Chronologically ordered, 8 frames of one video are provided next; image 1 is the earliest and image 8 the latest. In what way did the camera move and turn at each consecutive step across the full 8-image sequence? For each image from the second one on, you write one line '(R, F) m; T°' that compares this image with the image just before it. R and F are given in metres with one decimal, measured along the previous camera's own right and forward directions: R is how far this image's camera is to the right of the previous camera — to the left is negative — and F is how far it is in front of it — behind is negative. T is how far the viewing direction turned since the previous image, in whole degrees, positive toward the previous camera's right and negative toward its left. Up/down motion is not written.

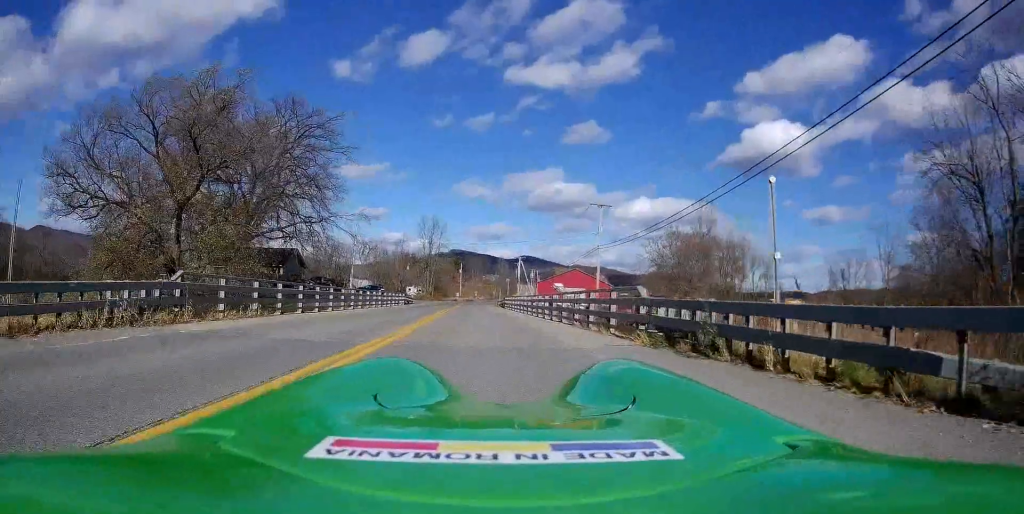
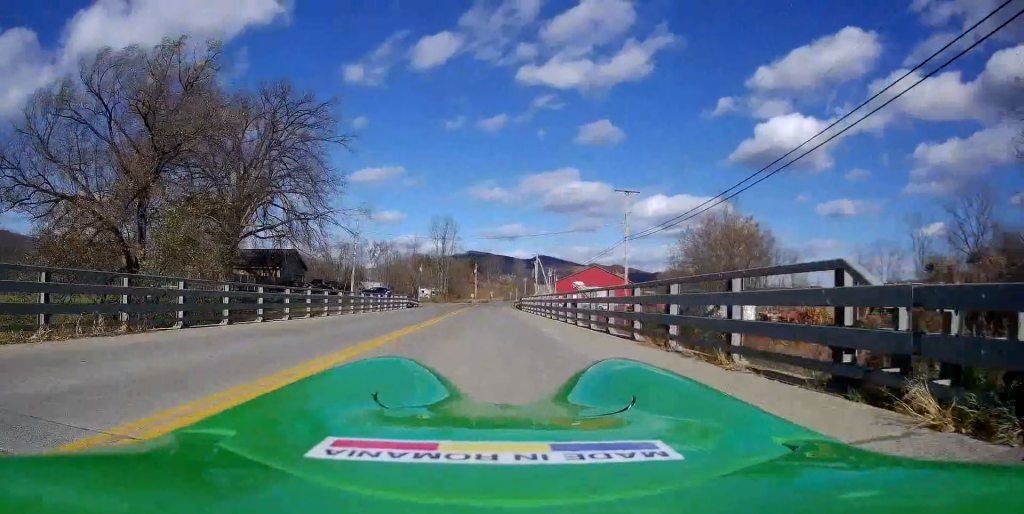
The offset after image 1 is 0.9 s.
(0.0, +6.8) m; +1°
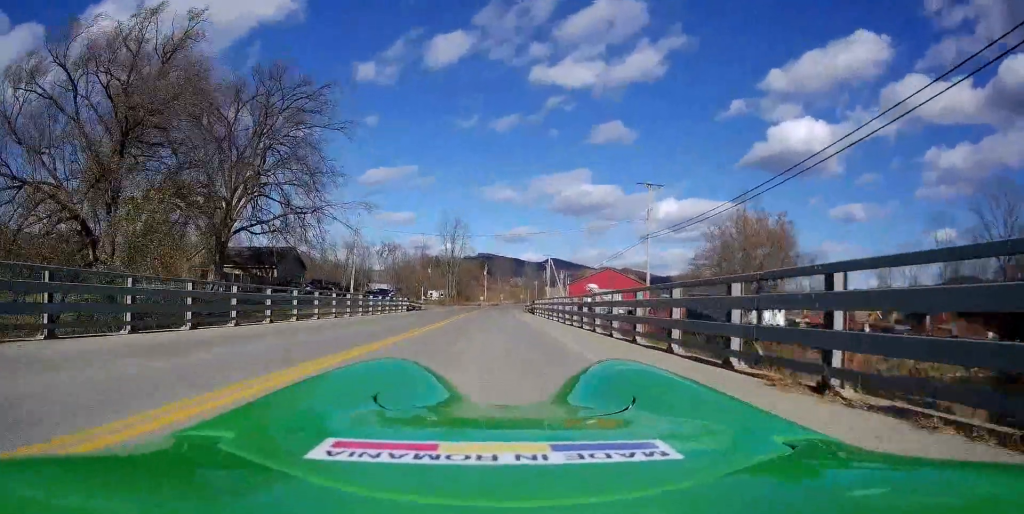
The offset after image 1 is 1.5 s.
(0.0, +4.5) m; +1°
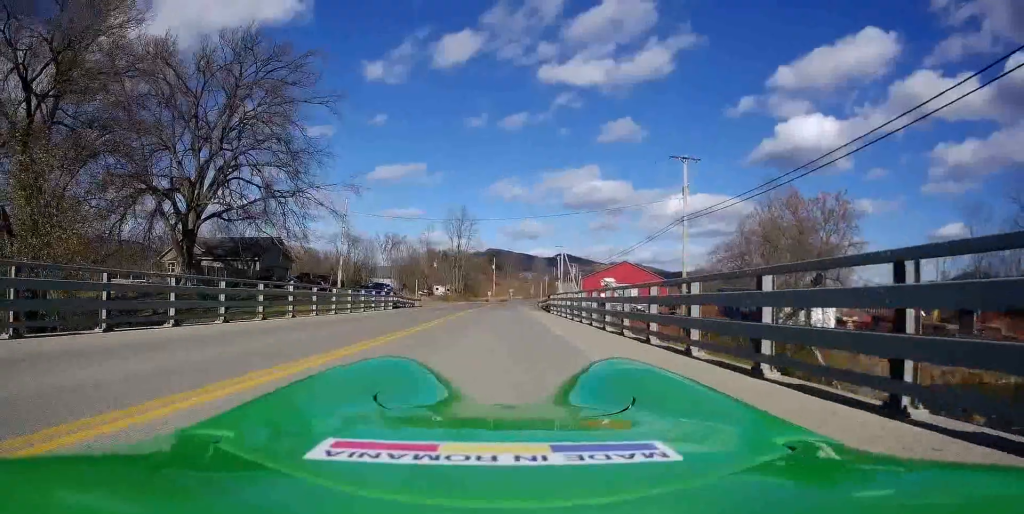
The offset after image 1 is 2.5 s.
(+0.1, +8.3) m; -1°
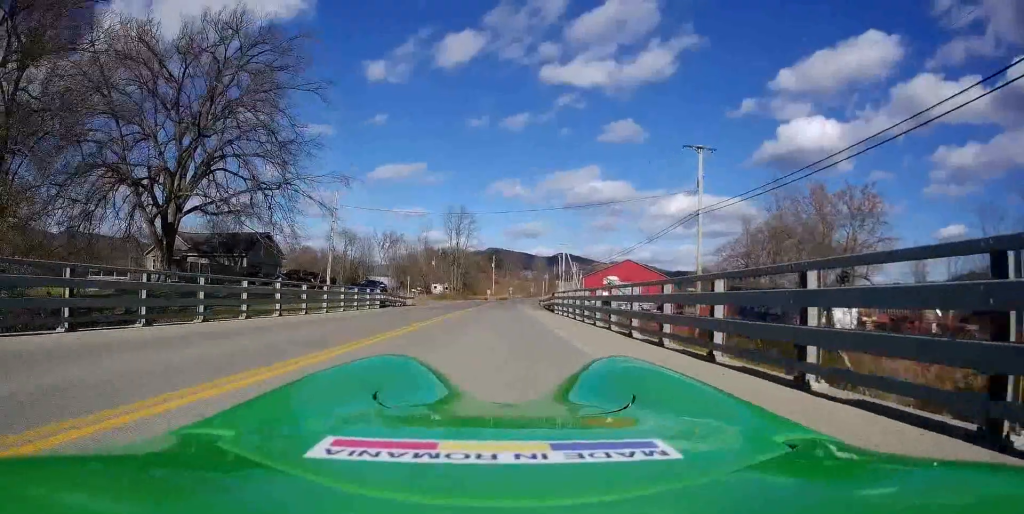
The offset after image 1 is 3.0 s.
(-0.1, +3.4) m; -1°
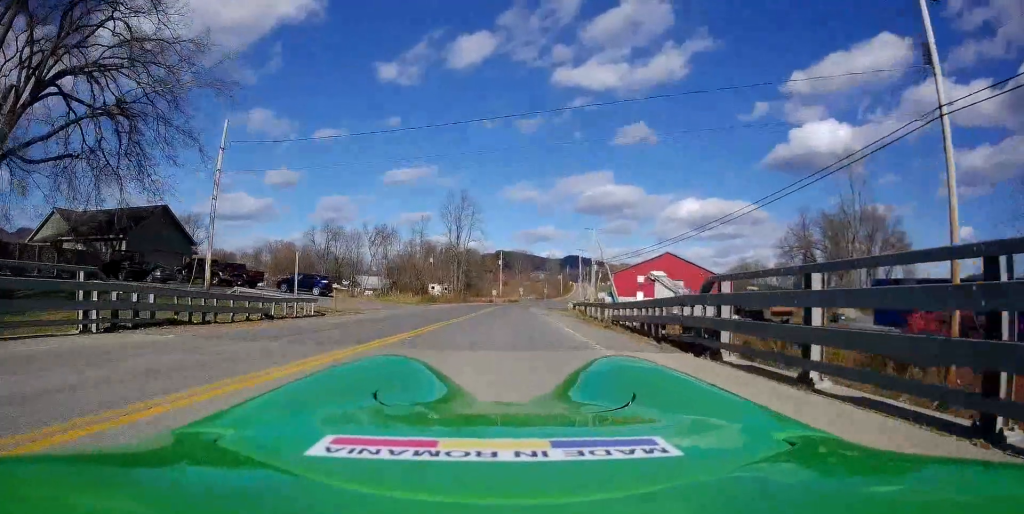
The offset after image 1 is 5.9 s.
(0.0, +24.7) m; 0°
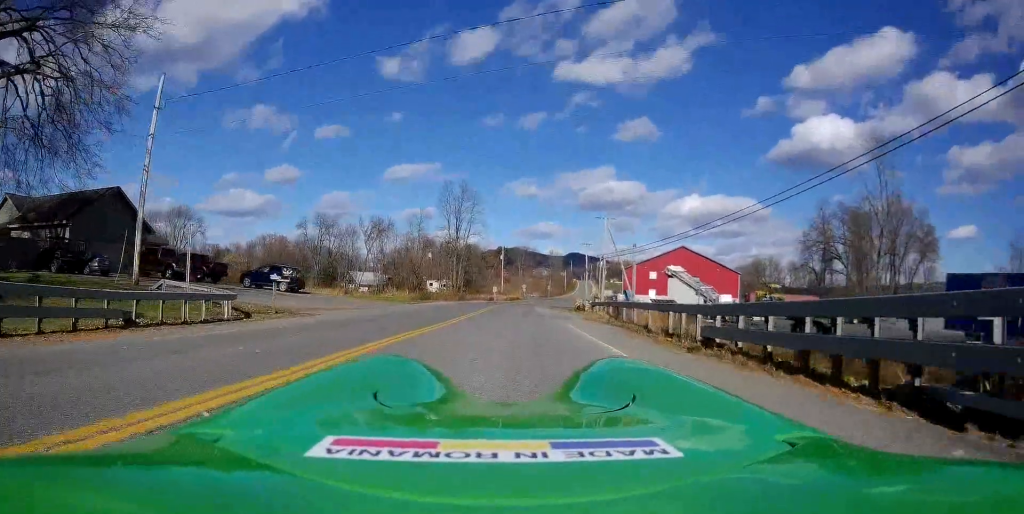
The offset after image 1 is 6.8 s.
(-0.2, +7.0) m; -3°
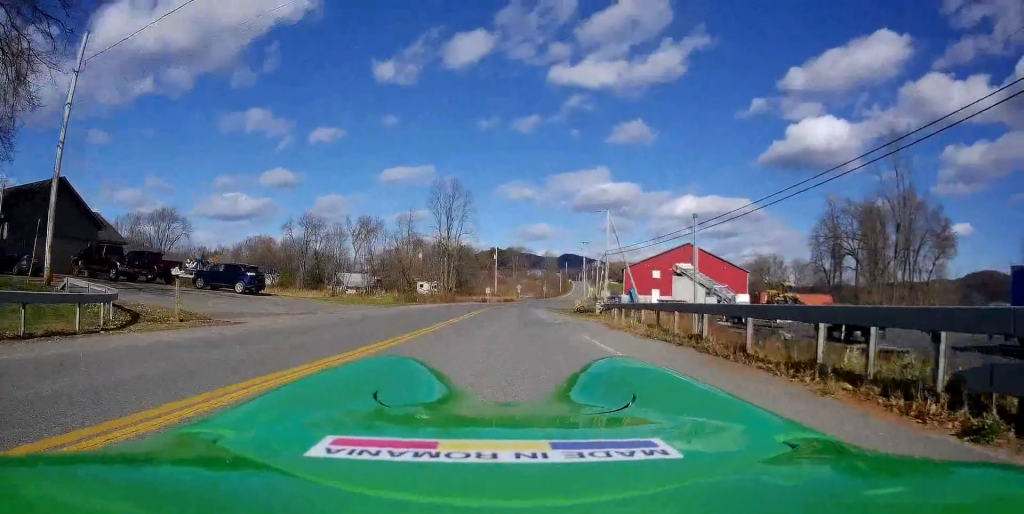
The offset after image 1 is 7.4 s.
(-0.4, +5.8) m; -1°
